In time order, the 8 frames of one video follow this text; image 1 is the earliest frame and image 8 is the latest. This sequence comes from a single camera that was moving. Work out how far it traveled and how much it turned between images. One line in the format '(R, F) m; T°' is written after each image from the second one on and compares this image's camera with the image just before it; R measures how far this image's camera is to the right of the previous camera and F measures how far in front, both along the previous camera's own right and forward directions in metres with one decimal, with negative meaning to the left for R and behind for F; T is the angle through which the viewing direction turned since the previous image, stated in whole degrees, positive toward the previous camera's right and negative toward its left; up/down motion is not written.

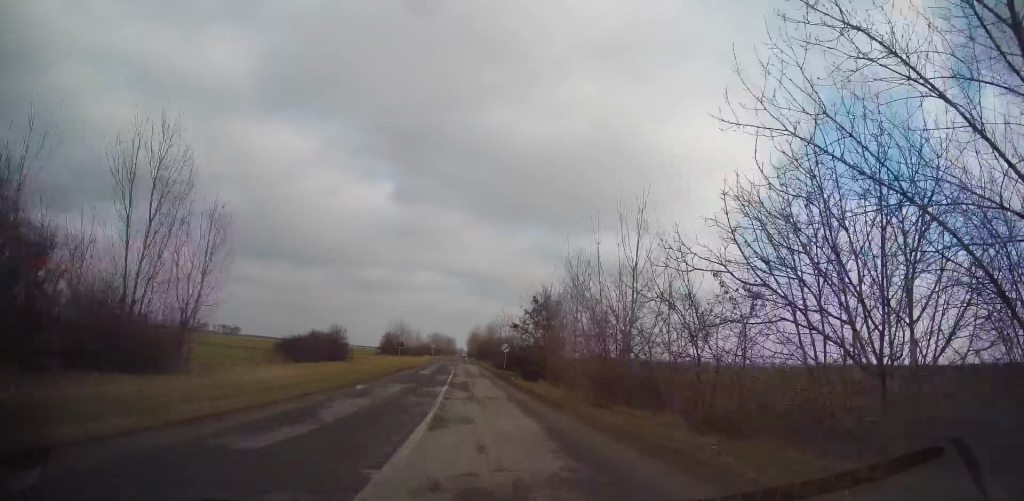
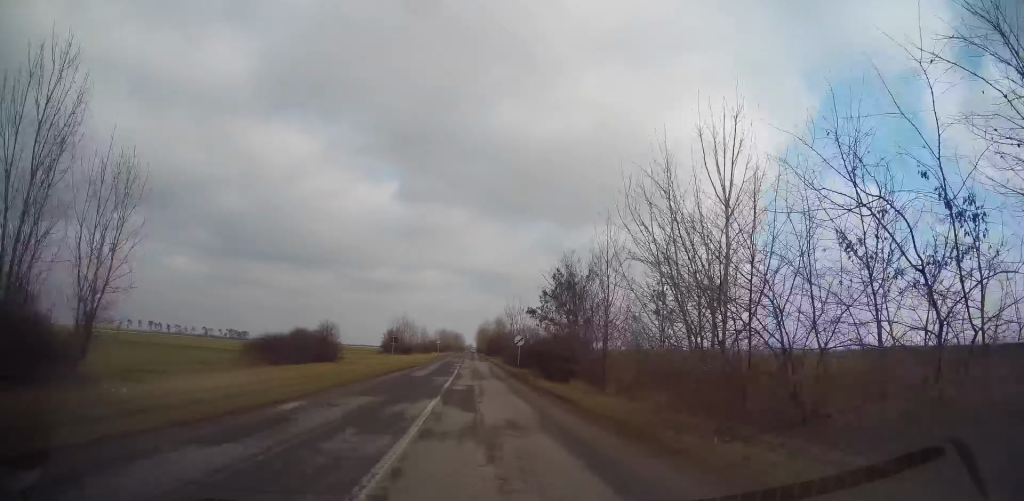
(-0.2, +8.2) m; -1°
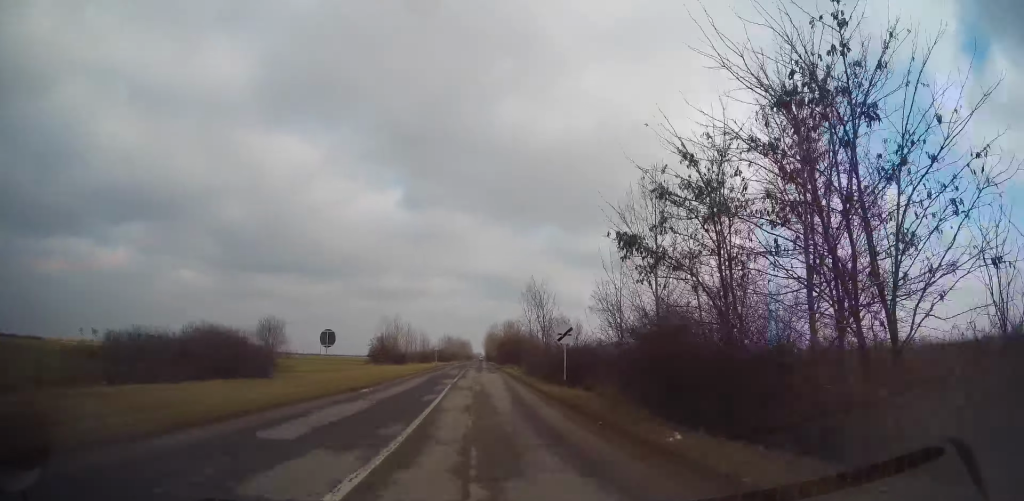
(-0.4, +20.8) m; -1°
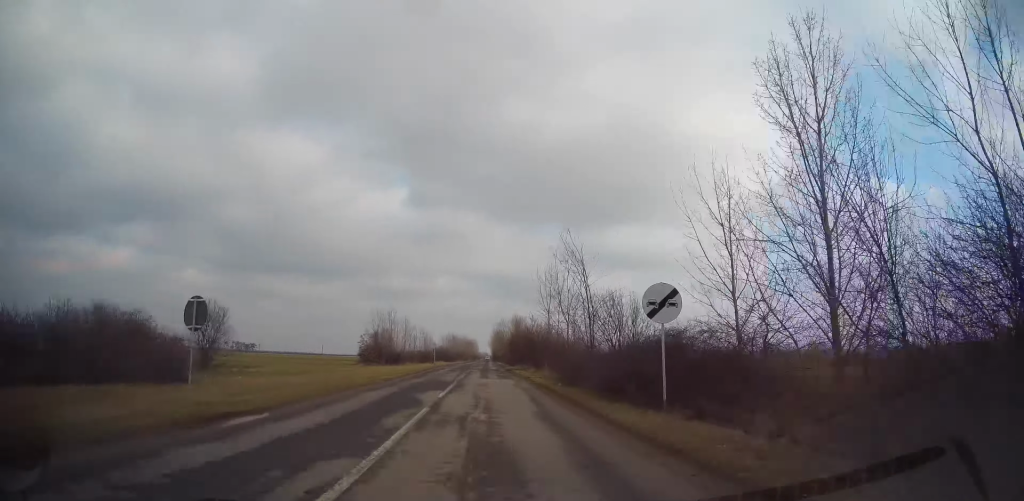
(0.0, +12.2) m; 0°
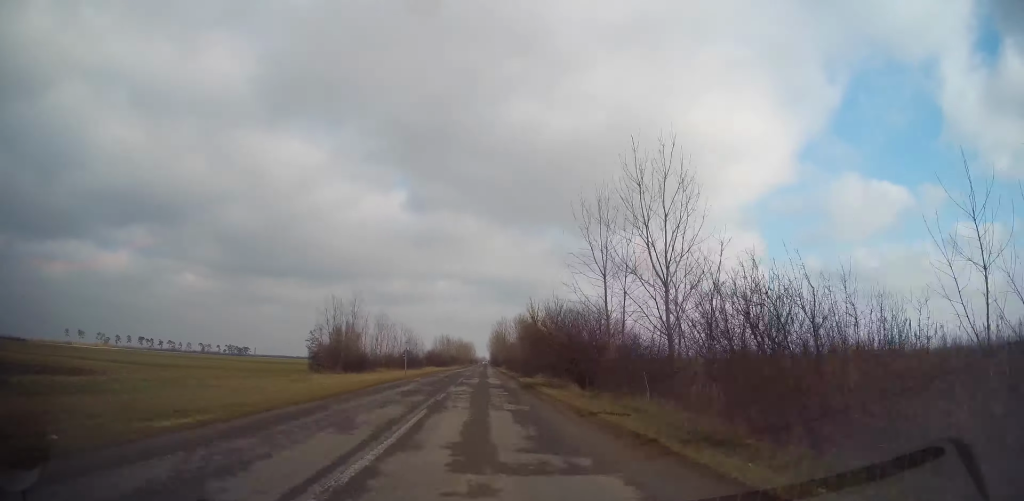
(+0.1, +23.7) m; -1°
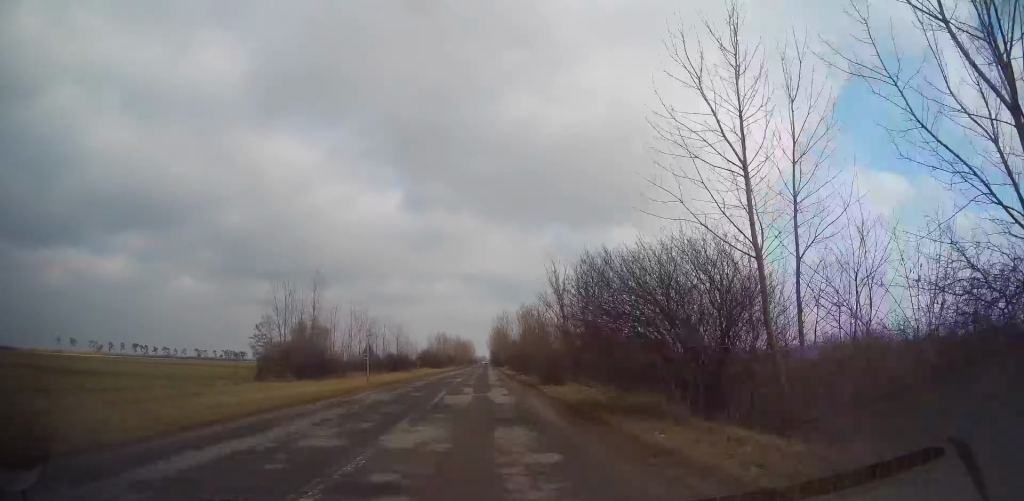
(-0.1, +14.5) m; -1°
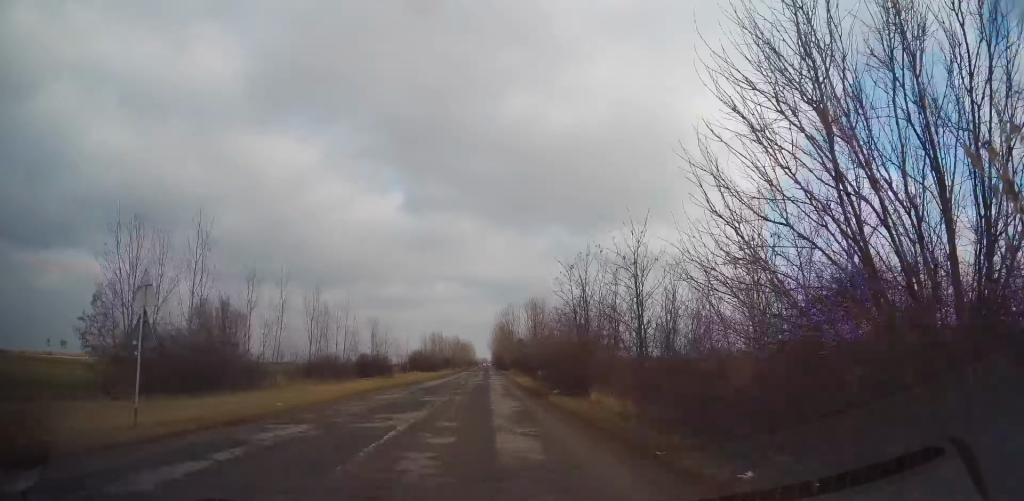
(-0.1, +21.1) m; 0°
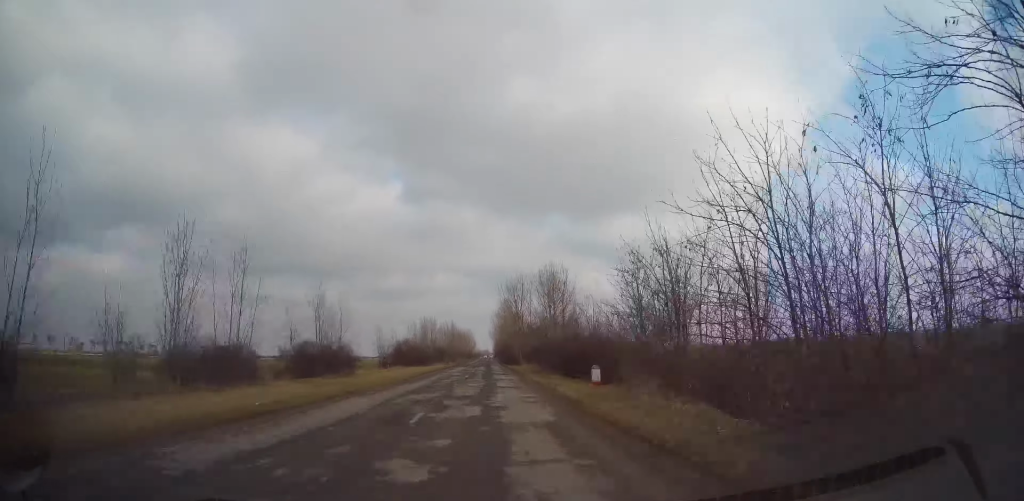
(0.0, +23.9) m; 0°
